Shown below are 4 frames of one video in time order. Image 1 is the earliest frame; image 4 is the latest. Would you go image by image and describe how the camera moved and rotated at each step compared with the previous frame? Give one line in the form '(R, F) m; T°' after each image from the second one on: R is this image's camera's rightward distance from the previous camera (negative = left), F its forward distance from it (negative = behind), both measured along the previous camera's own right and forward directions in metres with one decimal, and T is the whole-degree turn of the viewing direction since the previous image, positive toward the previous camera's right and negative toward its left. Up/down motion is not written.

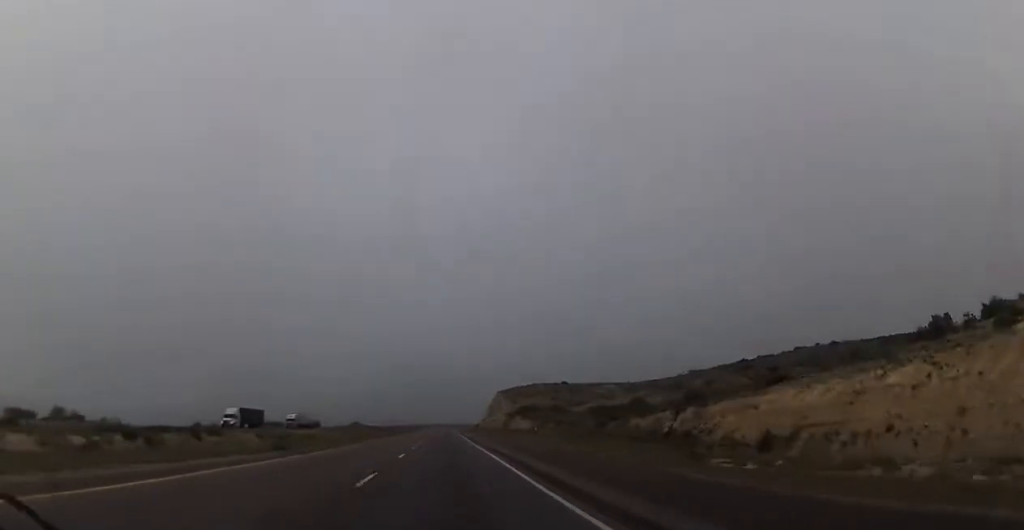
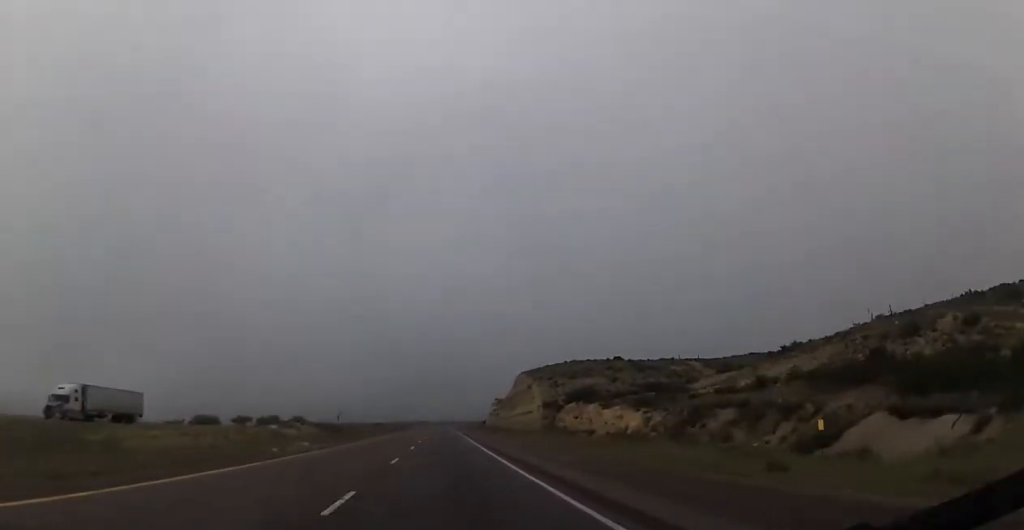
(0.0, +65.1) m; -1°
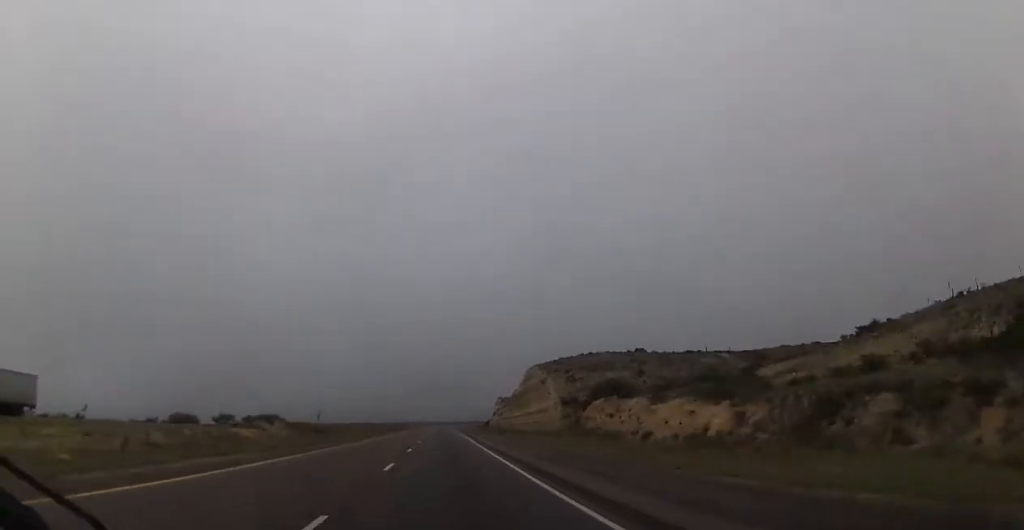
(0.0, +15.3) m; 0°
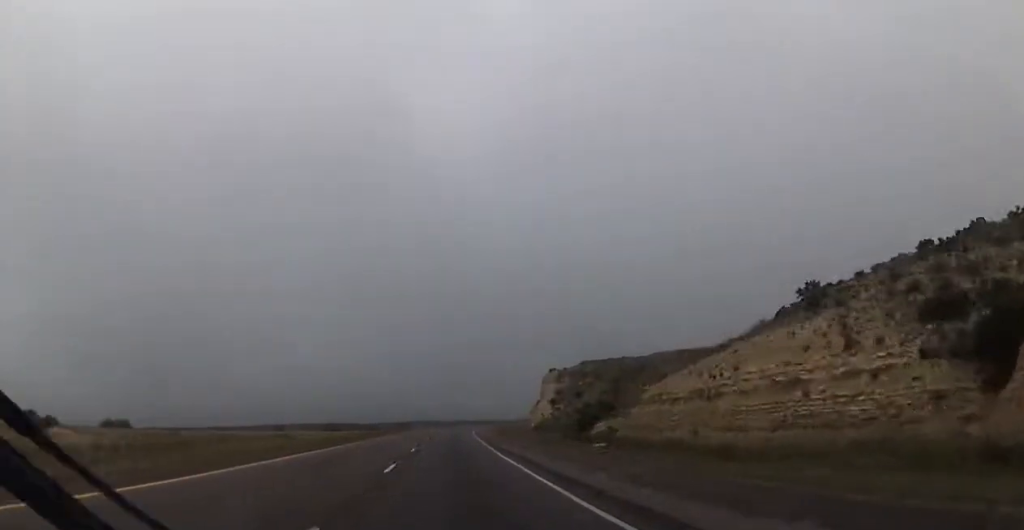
(+1.4, +159.4) m; +1°
